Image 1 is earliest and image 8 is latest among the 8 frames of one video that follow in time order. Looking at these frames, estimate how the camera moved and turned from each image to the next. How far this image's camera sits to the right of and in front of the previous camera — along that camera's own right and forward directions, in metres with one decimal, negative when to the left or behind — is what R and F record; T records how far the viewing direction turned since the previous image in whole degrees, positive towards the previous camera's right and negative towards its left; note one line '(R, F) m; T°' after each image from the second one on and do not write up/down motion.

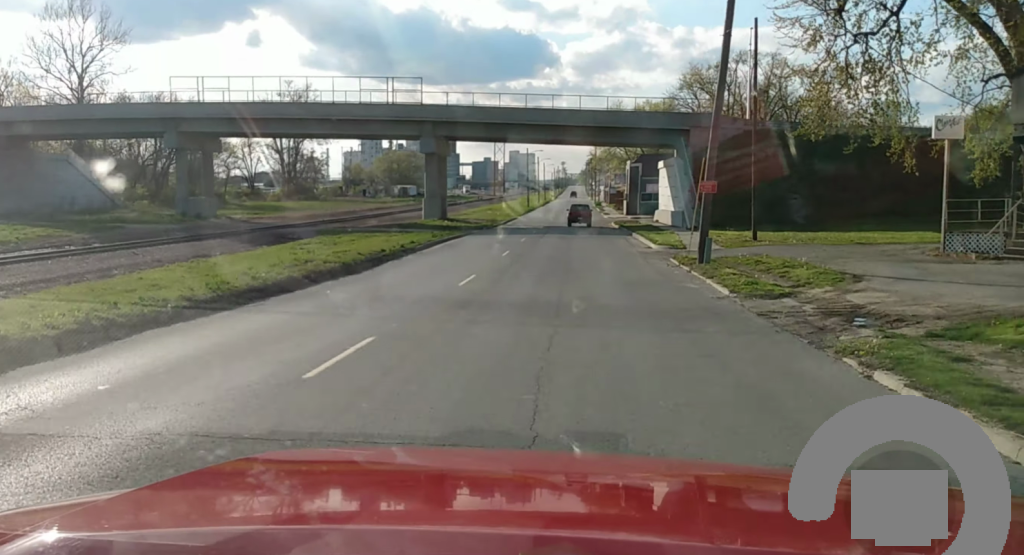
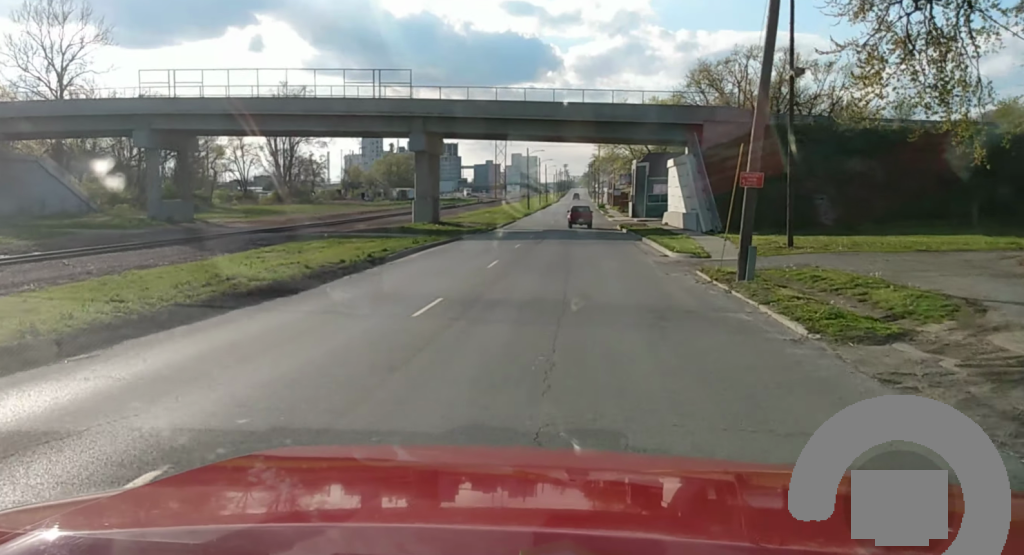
(+0.1, +6.1) m; -1°
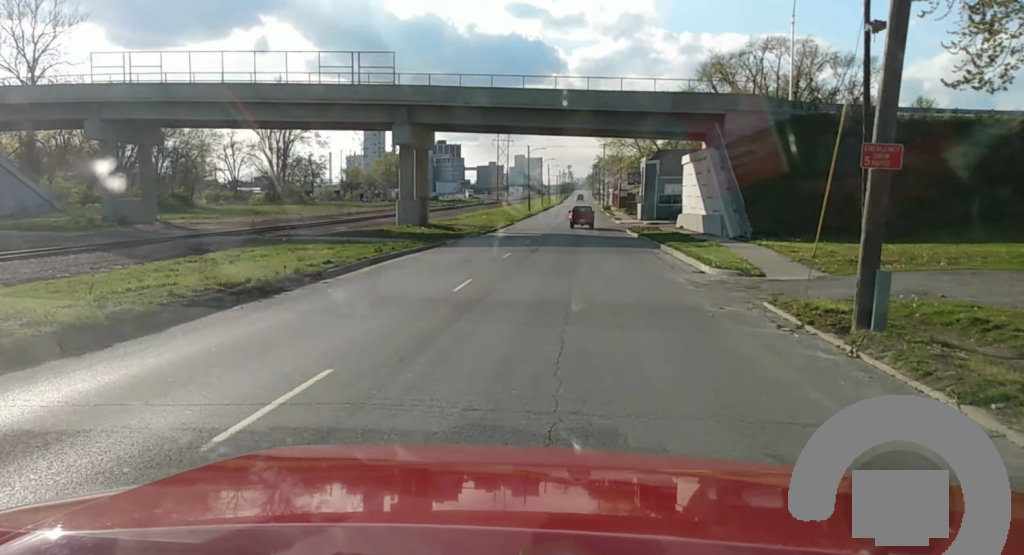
(-0.1, +8.3) m; -2°
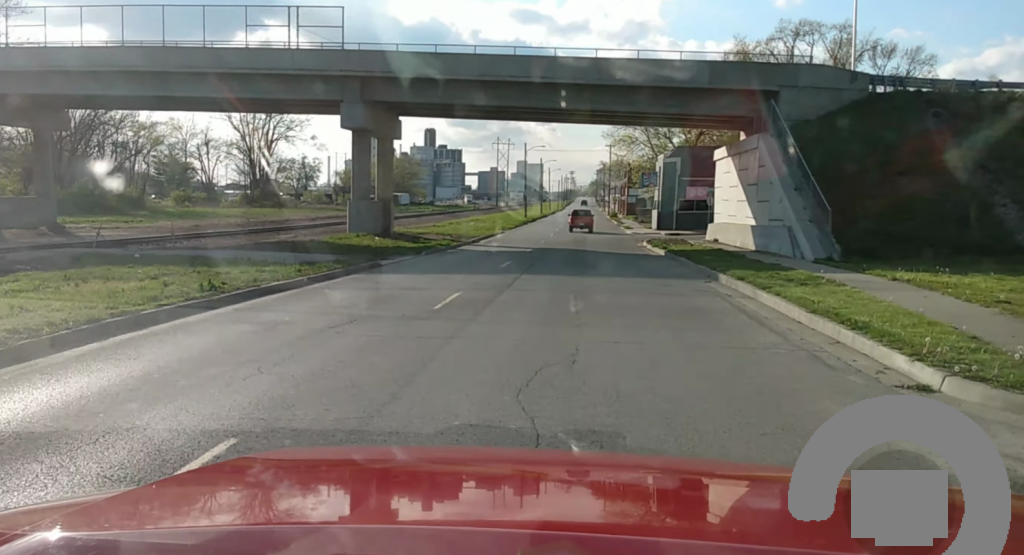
(-0.7, +15.6) m; -1°
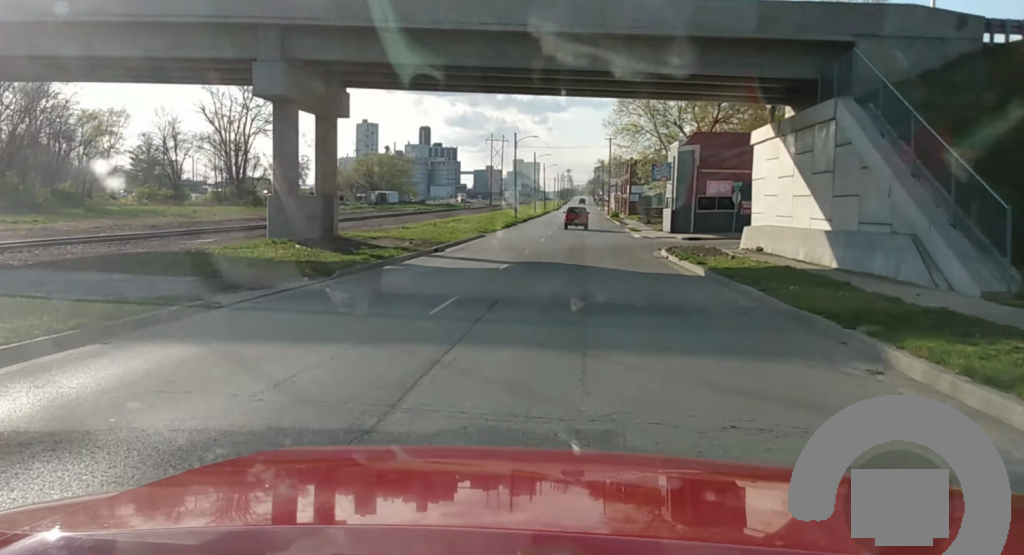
(+0.3, +12.9) m; +2°
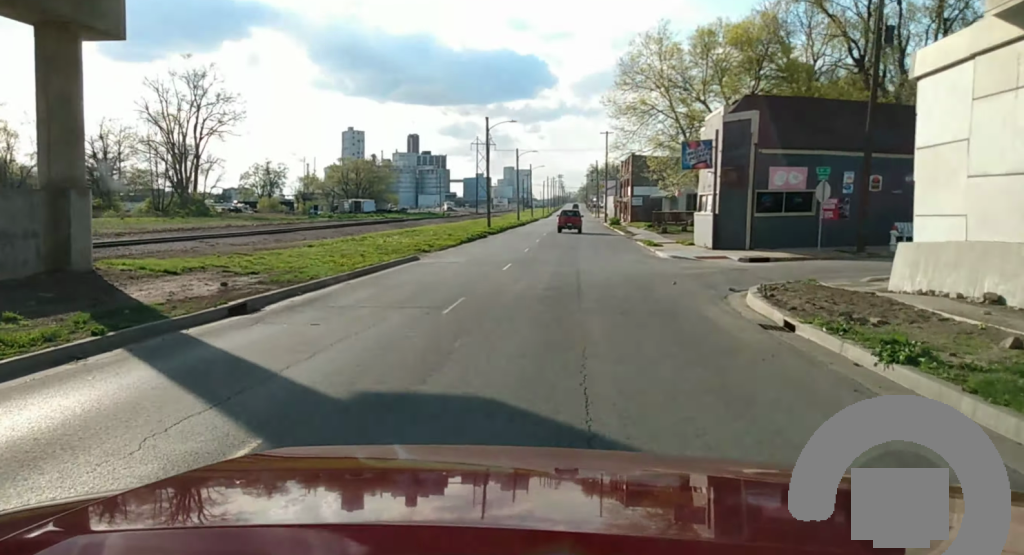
(+0.2, +23.1) m; +1°
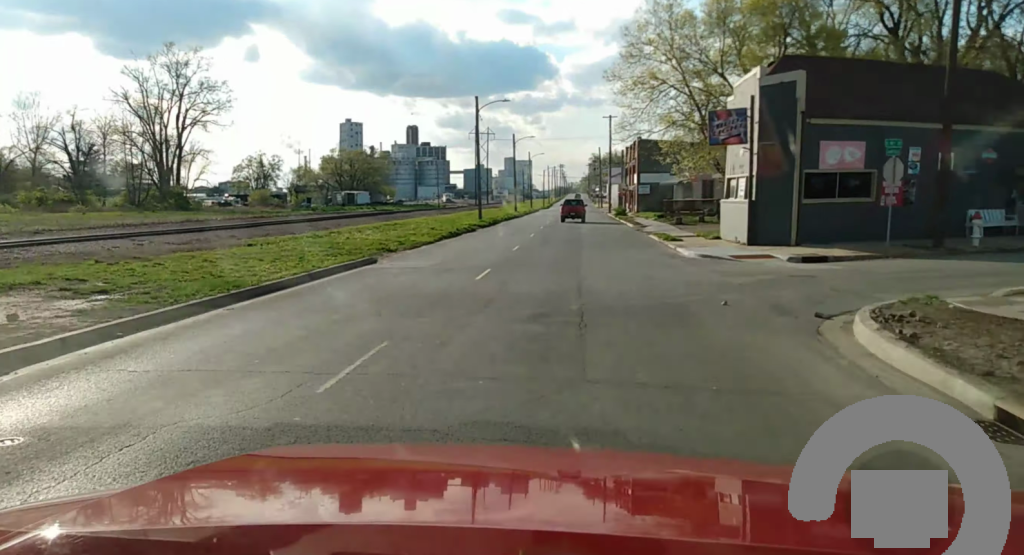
(0.0, +7.9) m; 0°
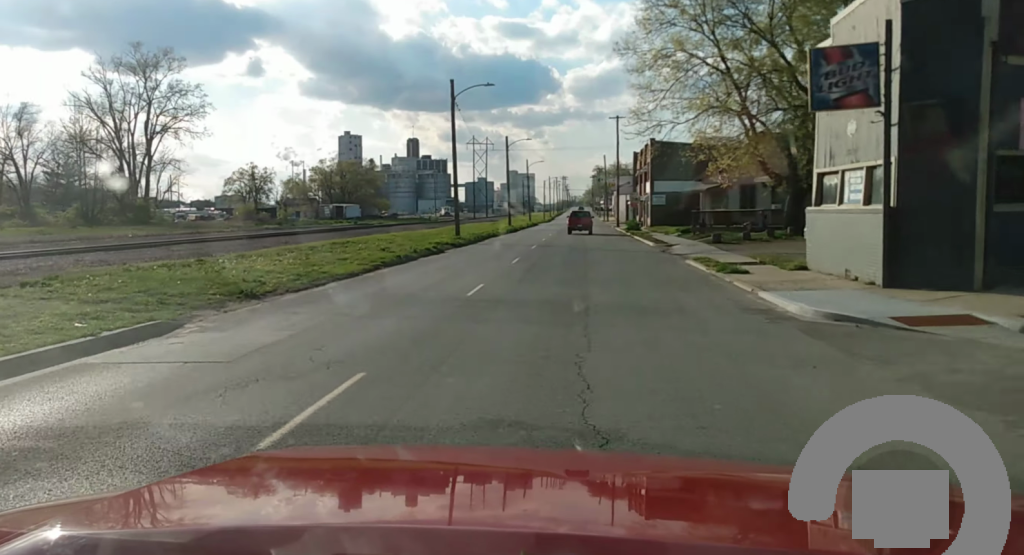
(0.0, +14.8) m; +1°
